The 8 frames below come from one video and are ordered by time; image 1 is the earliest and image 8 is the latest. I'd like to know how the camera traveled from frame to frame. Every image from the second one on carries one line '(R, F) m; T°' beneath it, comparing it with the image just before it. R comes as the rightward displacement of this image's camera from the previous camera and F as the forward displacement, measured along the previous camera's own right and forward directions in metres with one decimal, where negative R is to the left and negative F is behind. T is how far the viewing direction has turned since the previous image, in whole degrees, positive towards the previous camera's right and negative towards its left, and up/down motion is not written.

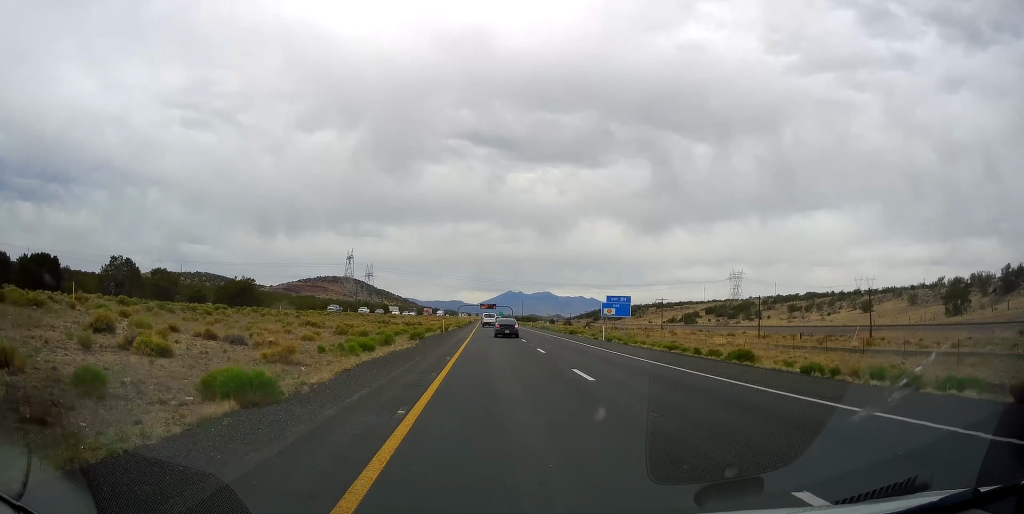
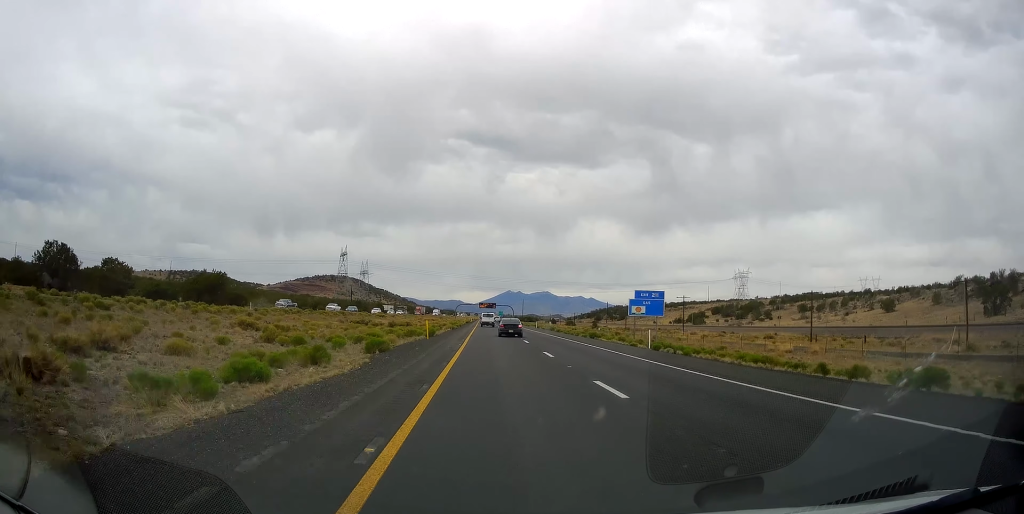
(0.0, +15.0) m; 0°
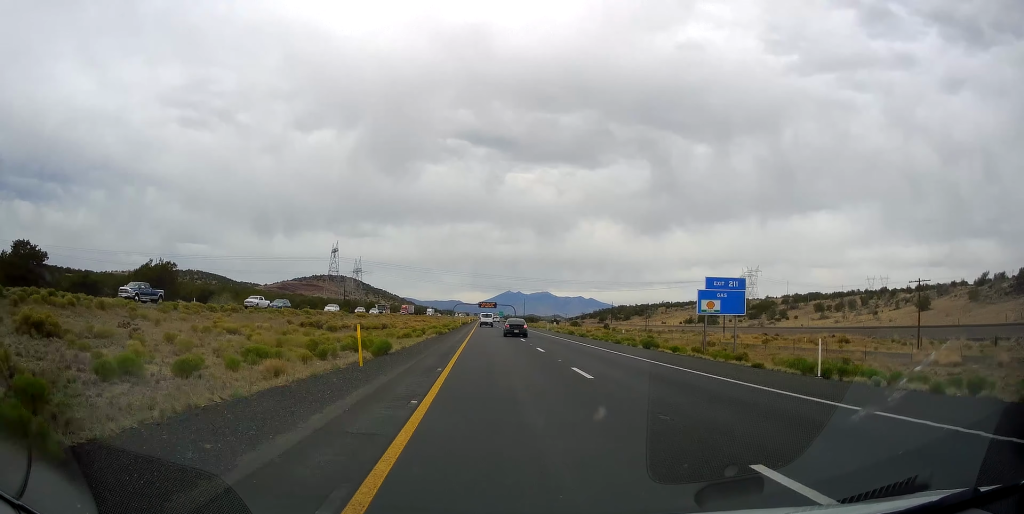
(+0.1, +20.6) m; 0°
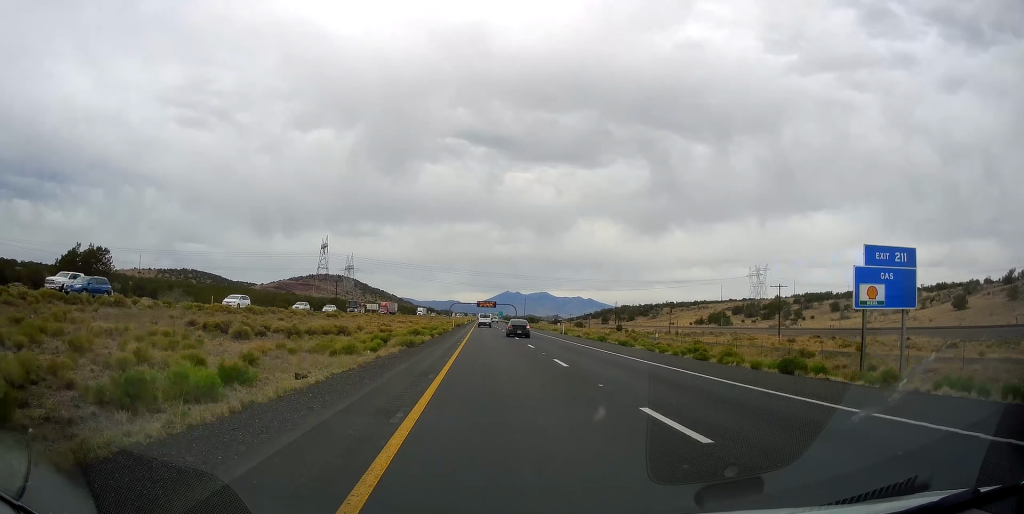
(-0.1, +19.7) m; 0°
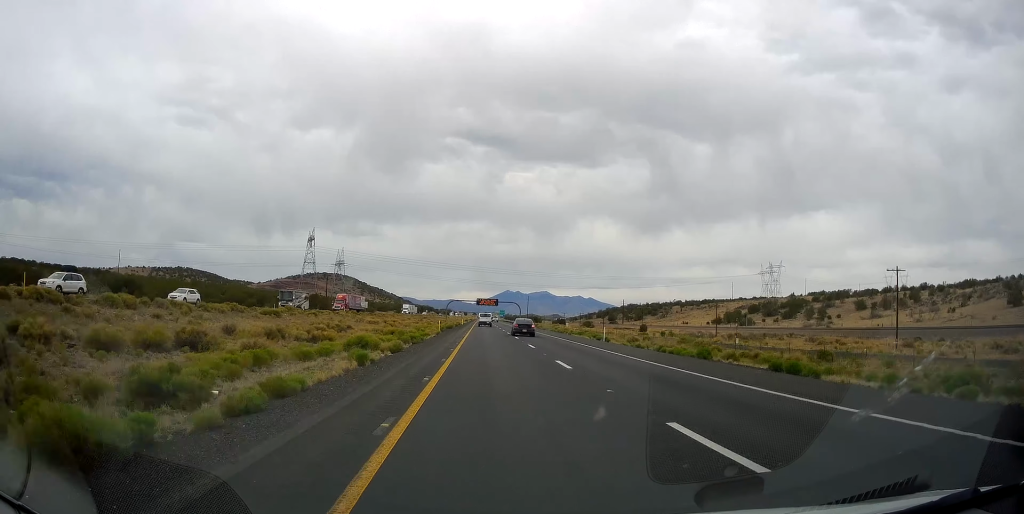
(+0.3, +25.4) m; +1°
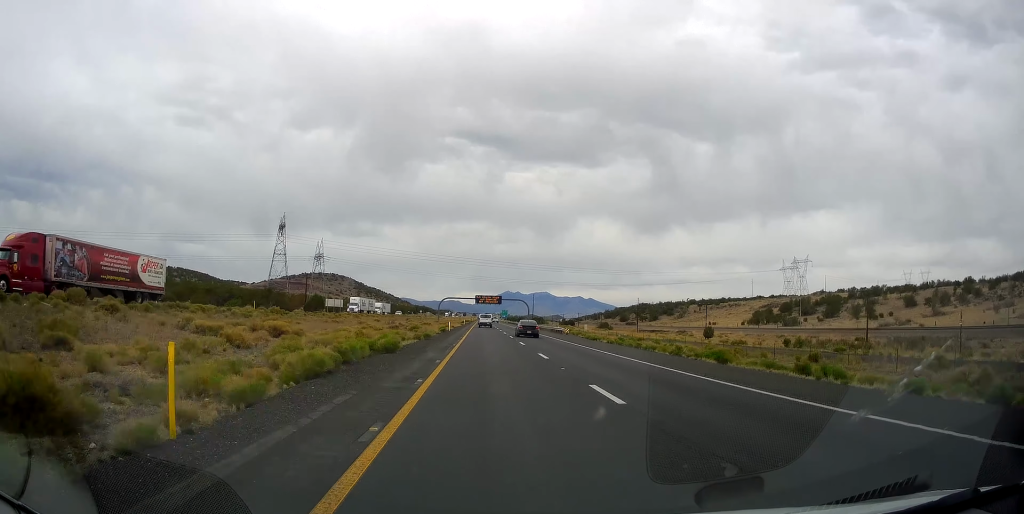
(-0.2, +43.0) m; -1°
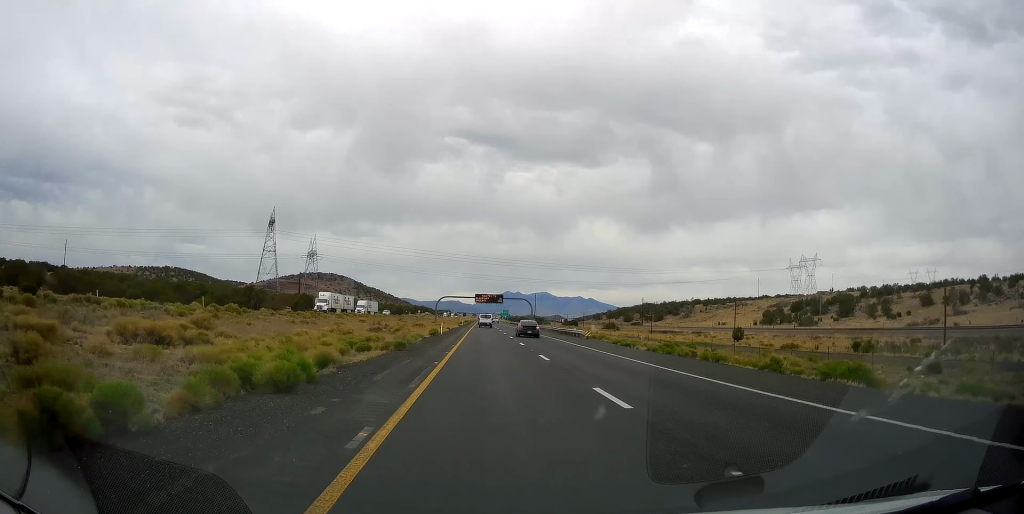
(-0.1, +12.5) m; 0°
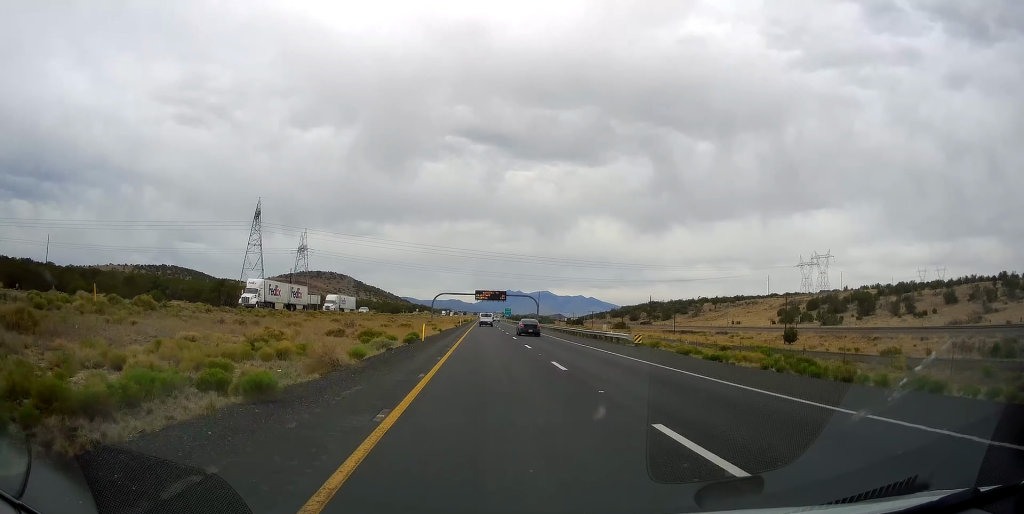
(0.0, +16.5) m; 0°
